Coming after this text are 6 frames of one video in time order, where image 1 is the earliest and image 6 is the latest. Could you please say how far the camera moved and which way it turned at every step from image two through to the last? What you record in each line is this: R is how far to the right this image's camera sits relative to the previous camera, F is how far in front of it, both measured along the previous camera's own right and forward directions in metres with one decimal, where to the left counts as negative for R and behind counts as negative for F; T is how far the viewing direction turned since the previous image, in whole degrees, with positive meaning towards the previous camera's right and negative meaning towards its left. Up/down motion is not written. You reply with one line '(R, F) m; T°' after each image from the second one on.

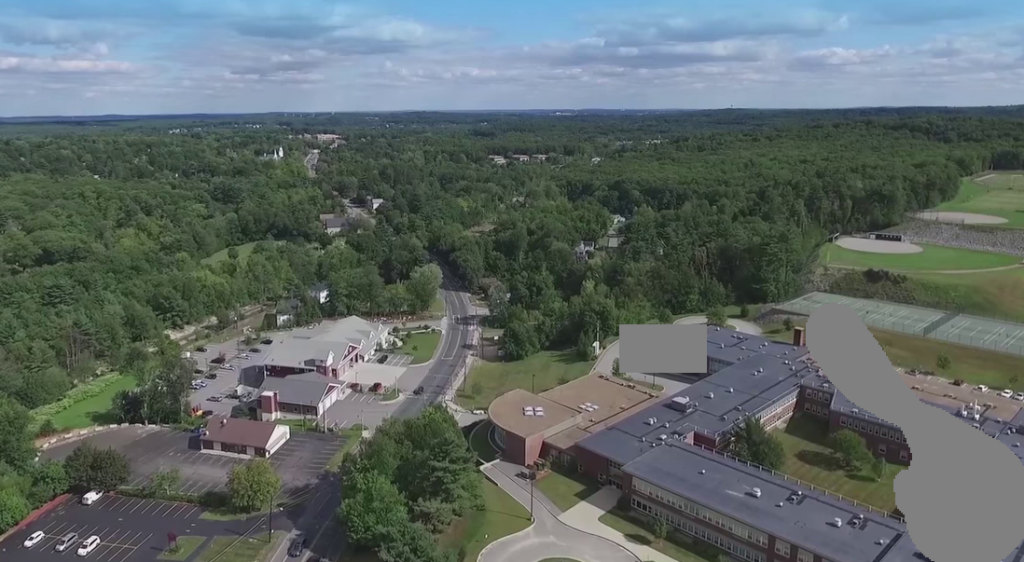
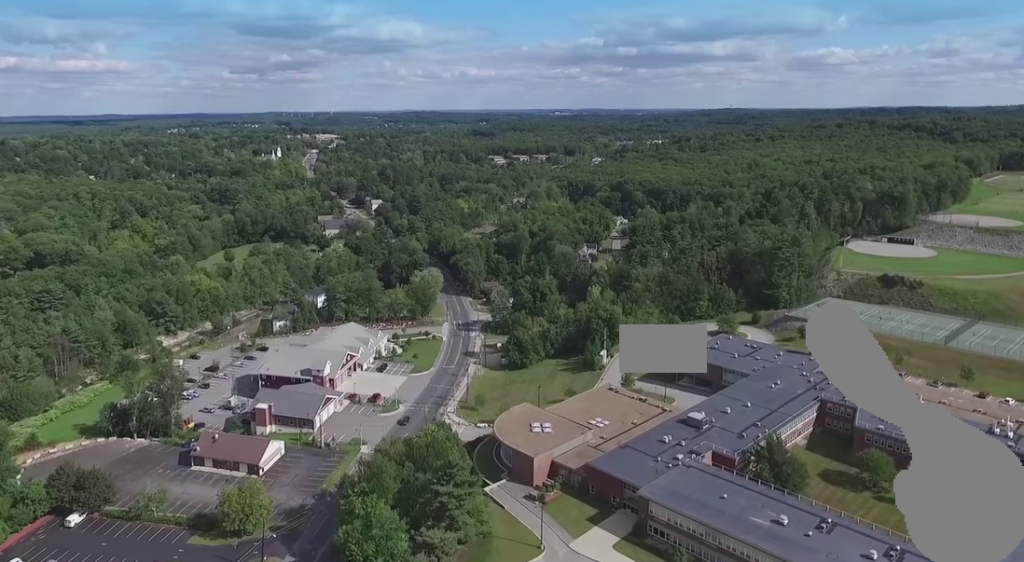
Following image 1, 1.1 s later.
(0.0, +9.1) m; 0°
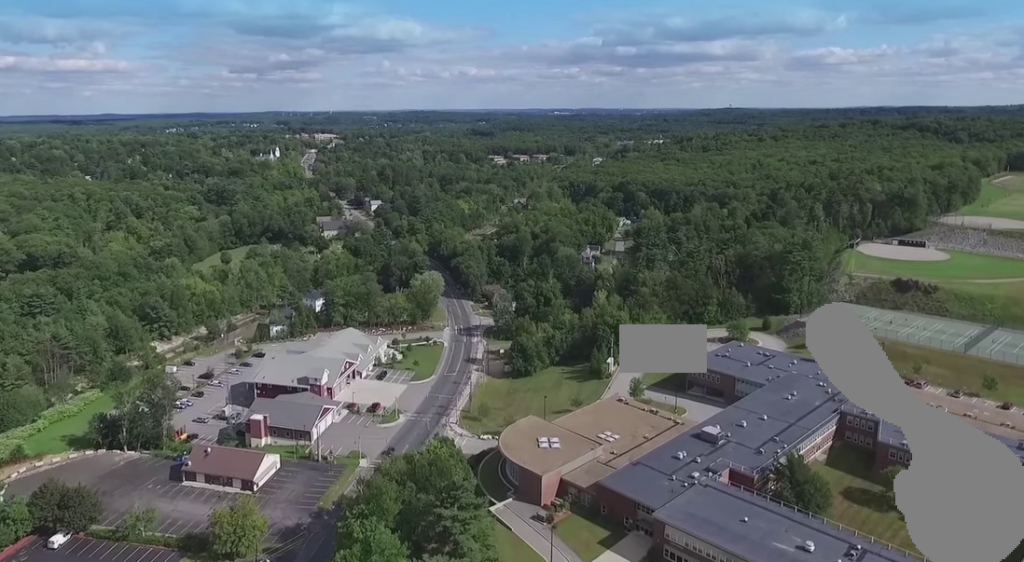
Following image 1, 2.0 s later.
(0.0, +7.7) m; 0°
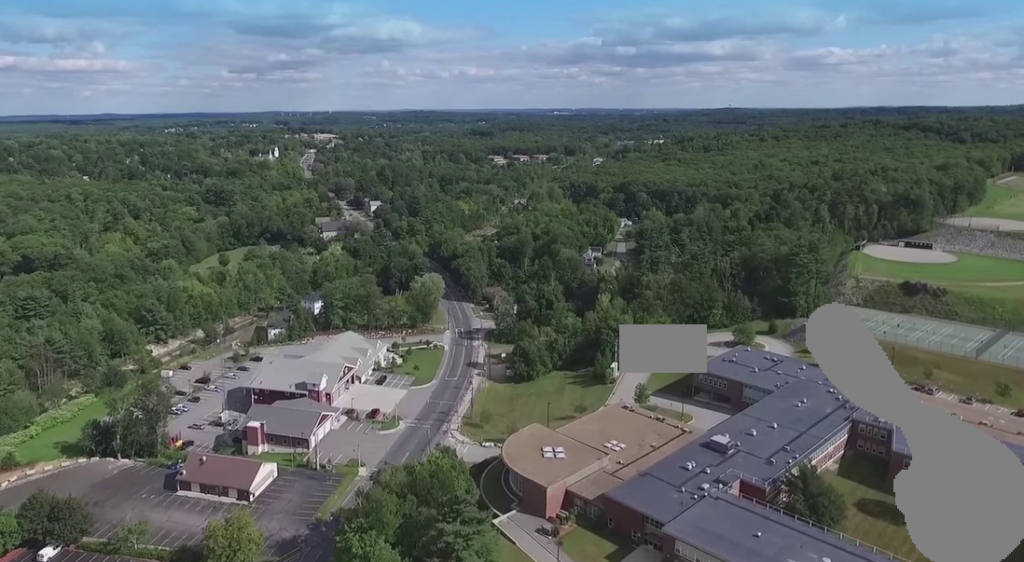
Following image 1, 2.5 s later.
(0.0, +4.4) m; 0°
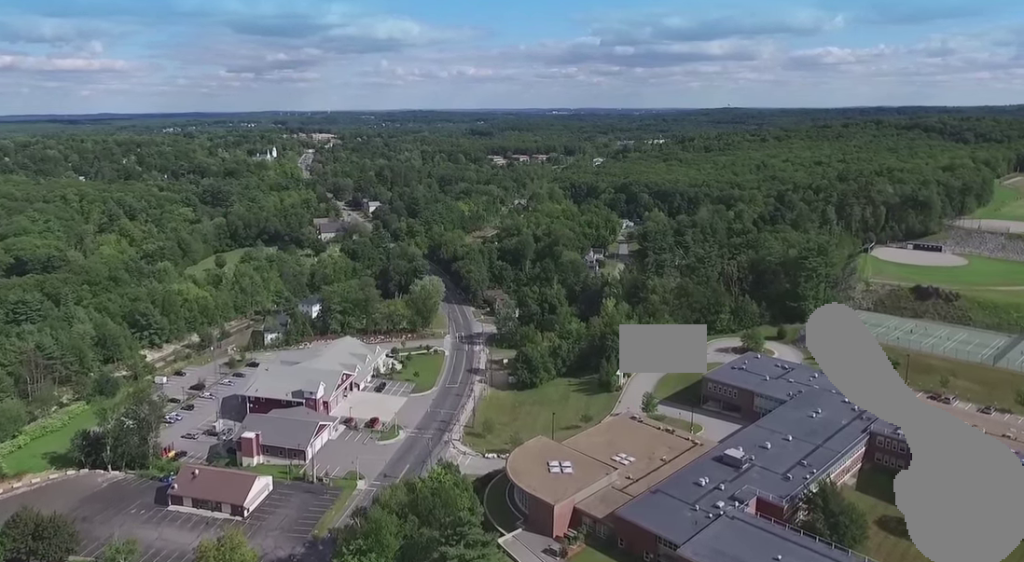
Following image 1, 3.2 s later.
(0.0, +6.7) m; 0°
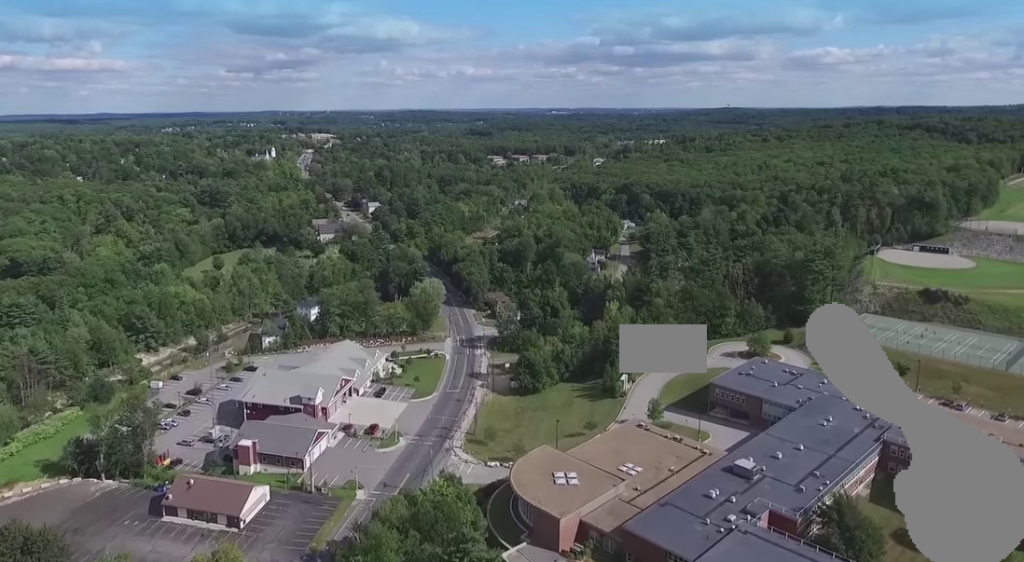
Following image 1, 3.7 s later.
(0.0, +4.8) m; 0°
